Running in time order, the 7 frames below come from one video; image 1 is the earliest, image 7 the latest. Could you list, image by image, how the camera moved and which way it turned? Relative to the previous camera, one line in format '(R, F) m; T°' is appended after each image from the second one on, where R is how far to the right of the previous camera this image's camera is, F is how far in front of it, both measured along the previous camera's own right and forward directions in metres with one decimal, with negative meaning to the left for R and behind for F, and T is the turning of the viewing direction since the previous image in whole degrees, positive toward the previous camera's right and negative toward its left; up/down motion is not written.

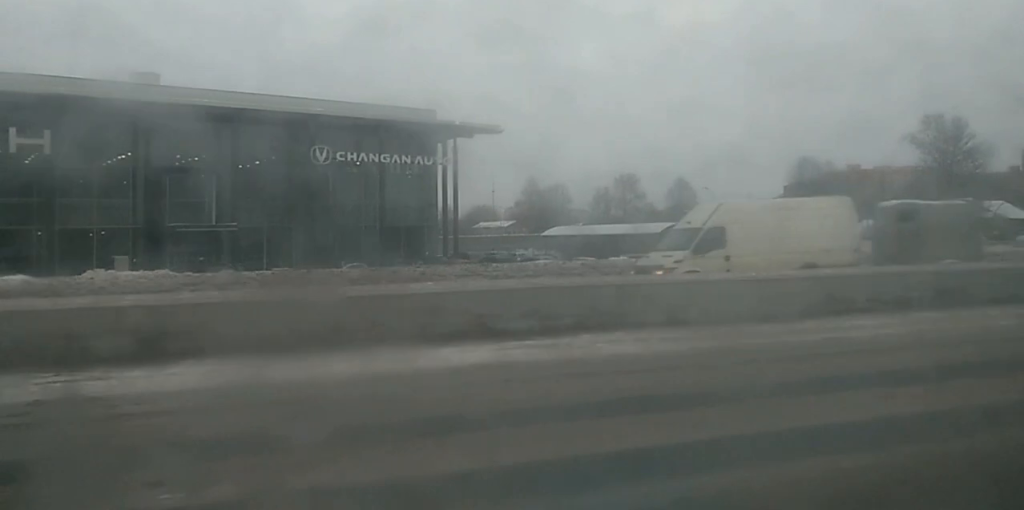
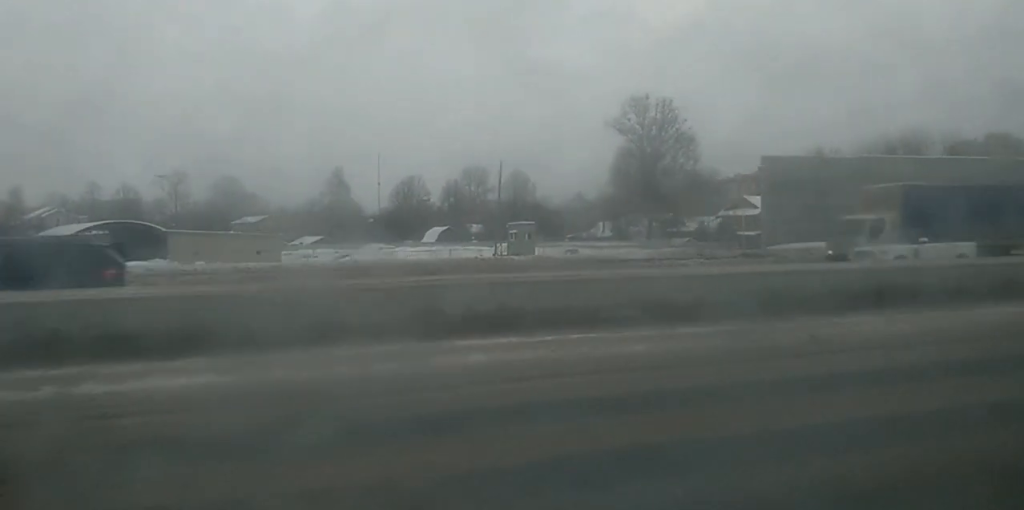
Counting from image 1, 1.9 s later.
(+0.9, +41.1) m; +1°
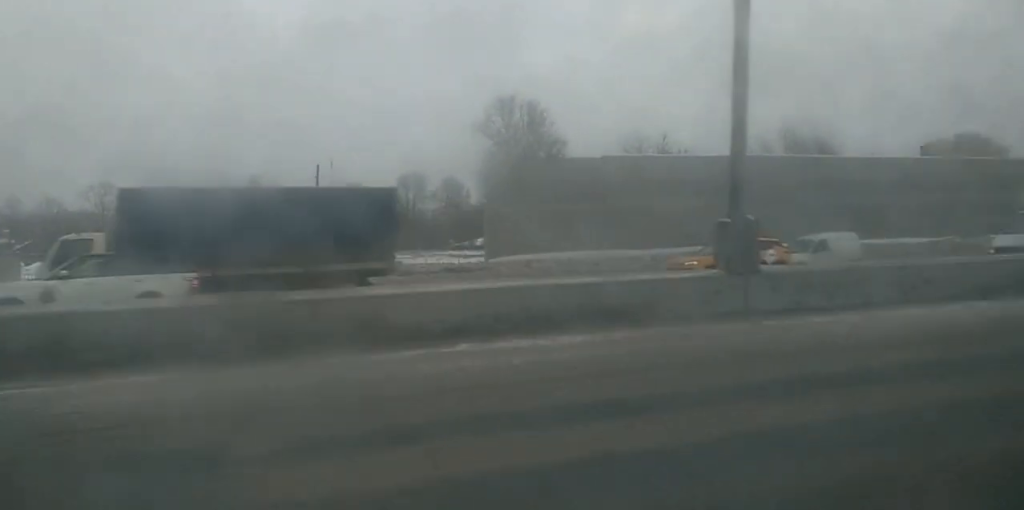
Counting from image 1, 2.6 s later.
(-0.3, +14.8) m; -1°
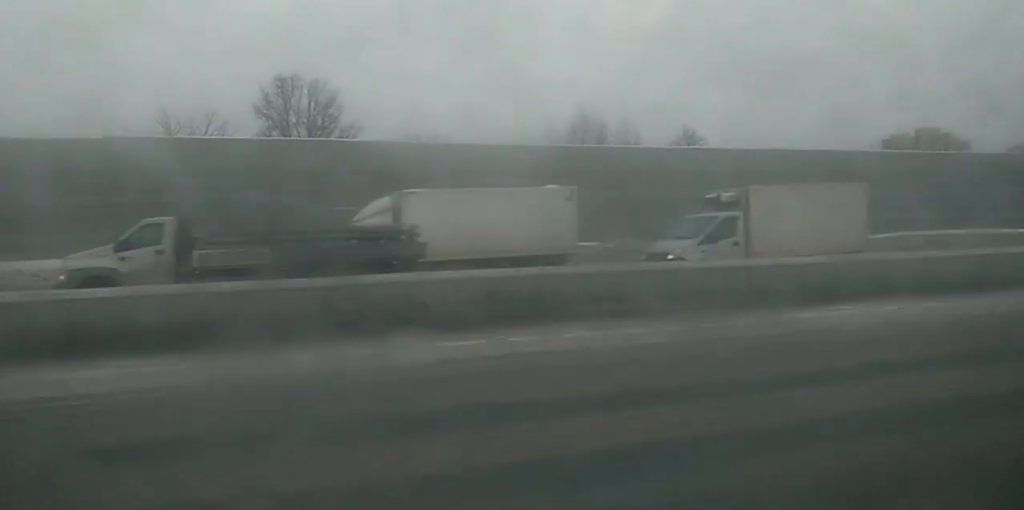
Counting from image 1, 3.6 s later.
(+0.1, +21.0) m; +1°
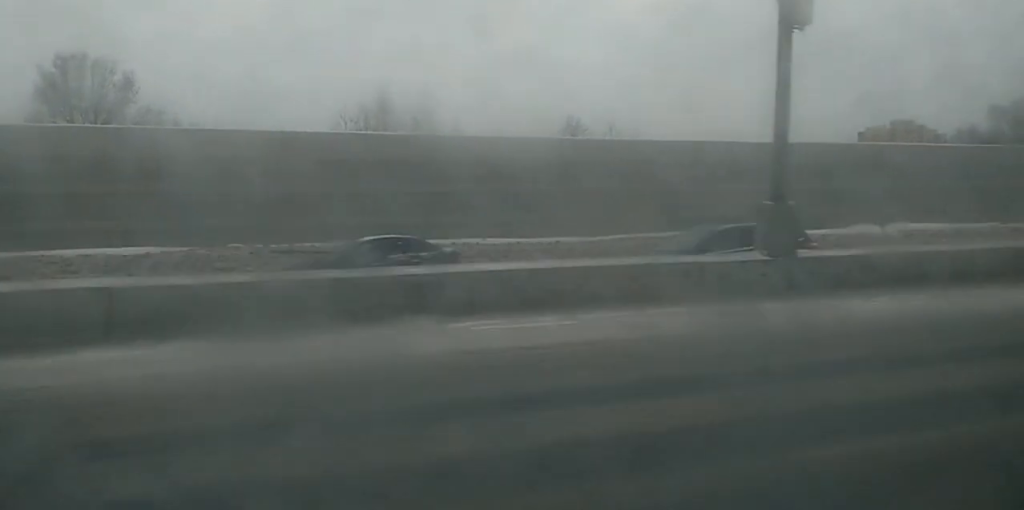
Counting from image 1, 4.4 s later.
(+0.3, +17.6) m; +1°
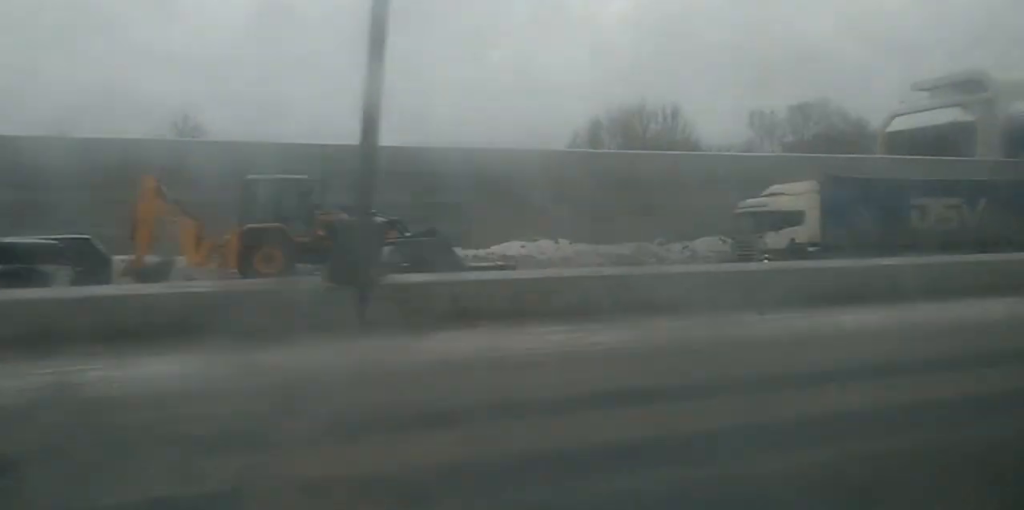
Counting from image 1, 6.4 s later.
(+0.1, +44.8) m; 0°
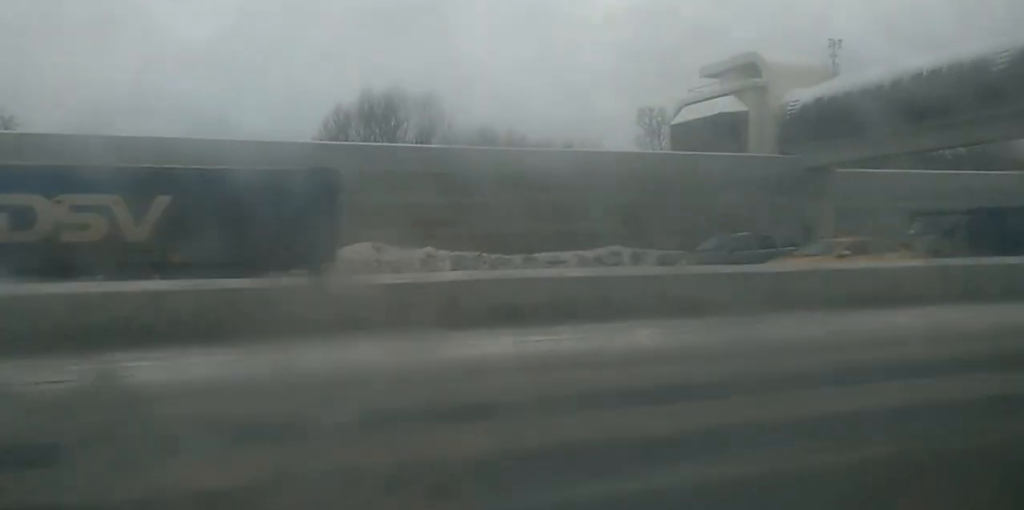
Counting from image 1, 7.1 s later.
(-0.1, +17.4) m; +2°
